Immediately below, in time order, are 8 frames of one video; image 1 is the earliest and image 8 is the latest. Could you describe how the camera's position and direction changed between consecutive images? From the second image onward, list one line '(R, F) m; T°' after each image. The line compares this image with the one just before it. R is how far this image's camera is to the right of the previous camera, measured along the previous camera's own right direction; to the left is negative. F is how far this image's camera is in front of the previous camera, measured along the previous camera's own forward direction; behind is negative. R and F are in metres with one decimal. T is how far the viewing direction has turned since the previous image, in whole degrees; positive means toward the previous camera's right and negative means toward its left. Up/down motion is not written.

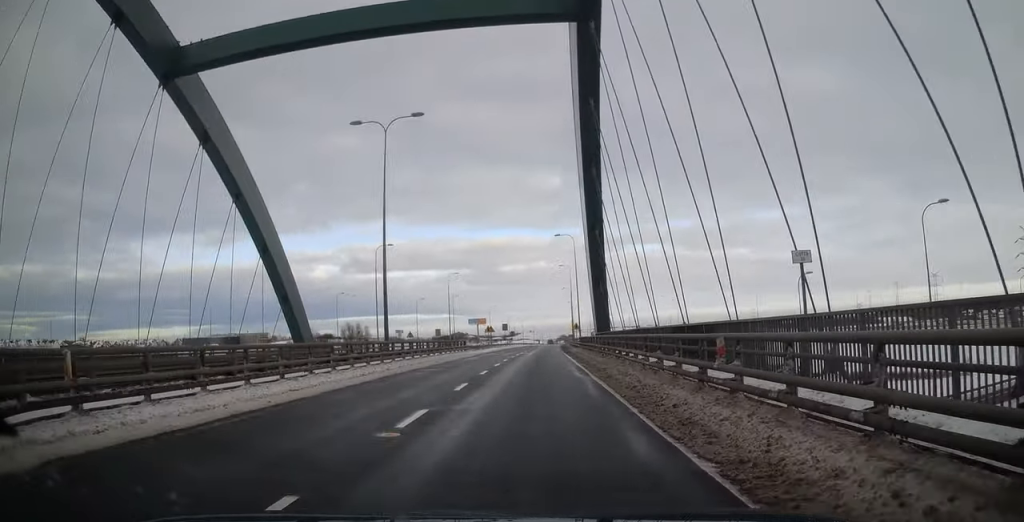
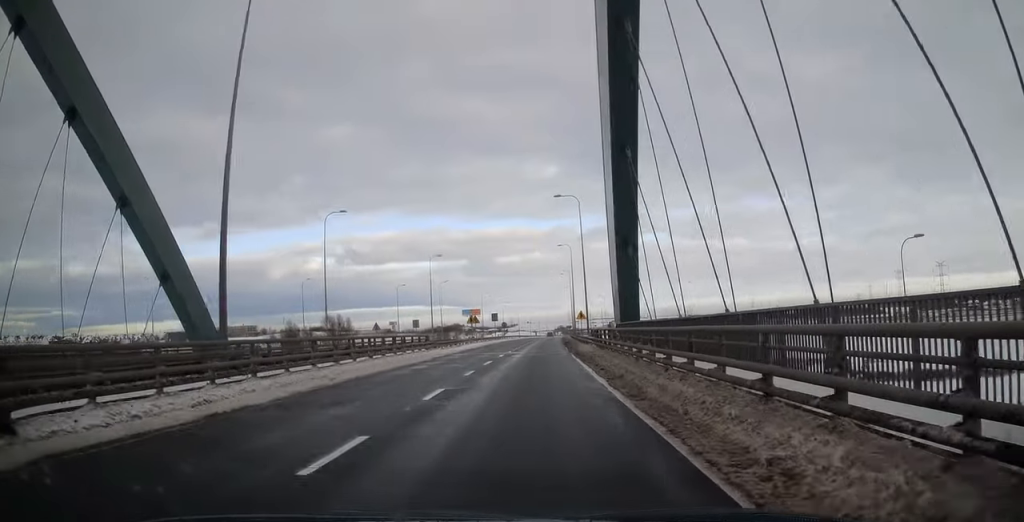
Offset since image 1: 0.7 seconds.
(0.0, +15.5) m; 0°
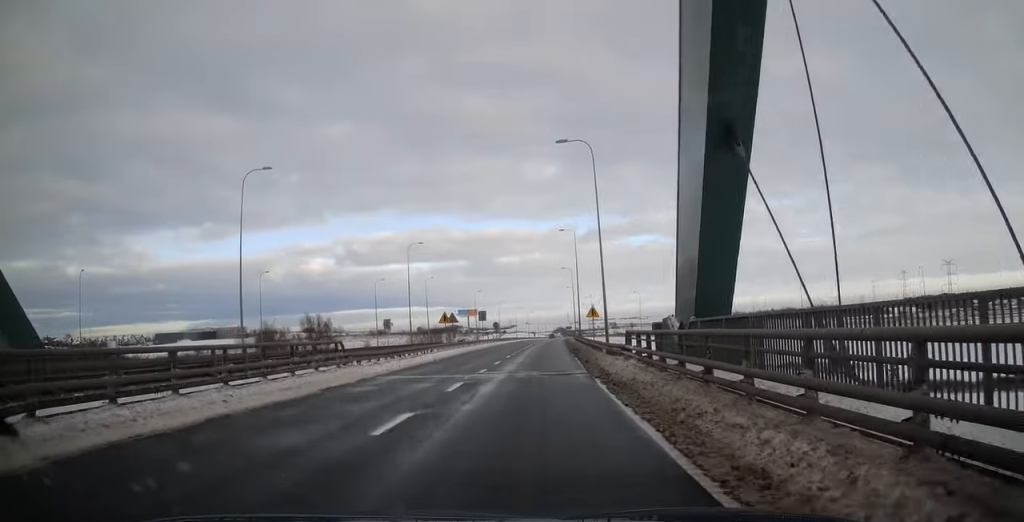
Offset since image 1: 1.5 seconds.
(0.0, +15.6) m; 0°
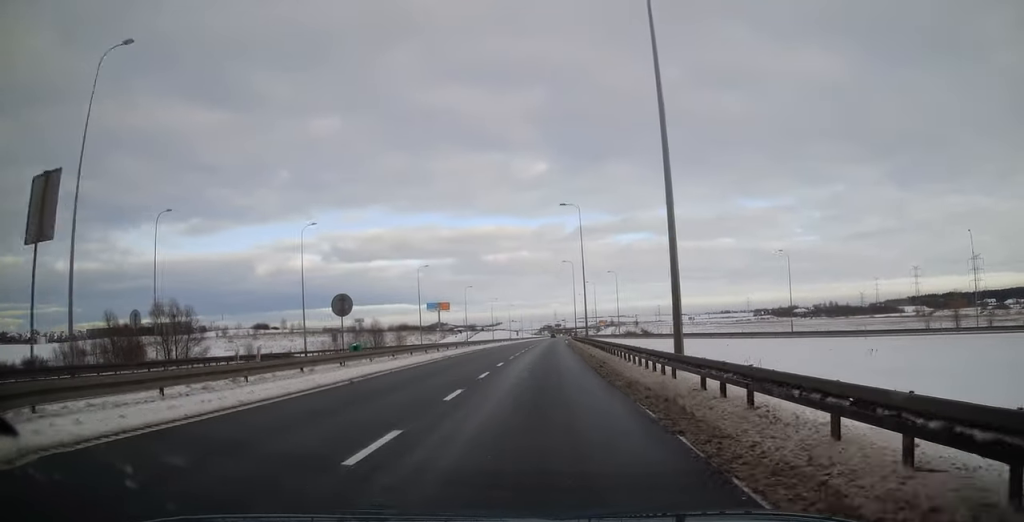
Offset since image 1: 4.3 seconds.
(+1.0, +62.1) m; +1°
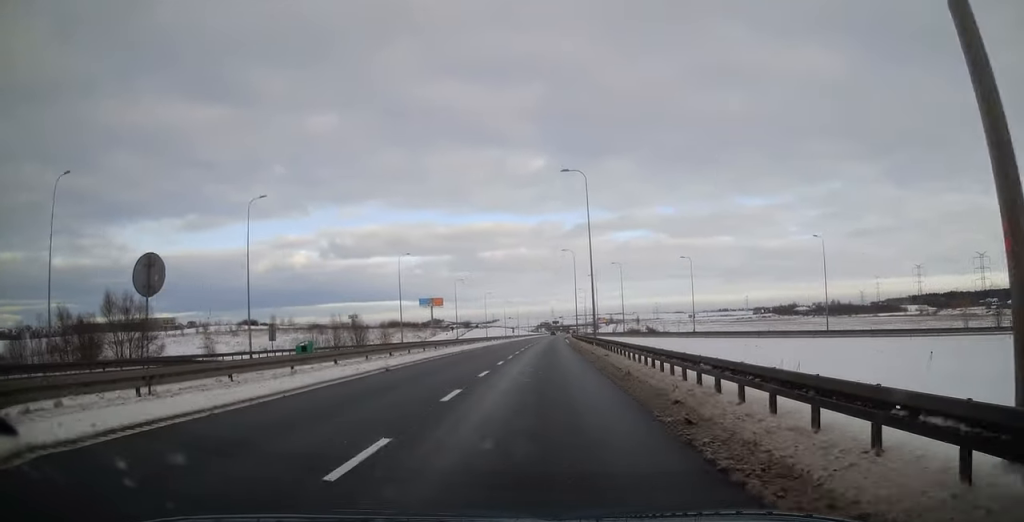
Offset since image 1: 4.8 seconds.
(-0.2, +12.7) m; 0°
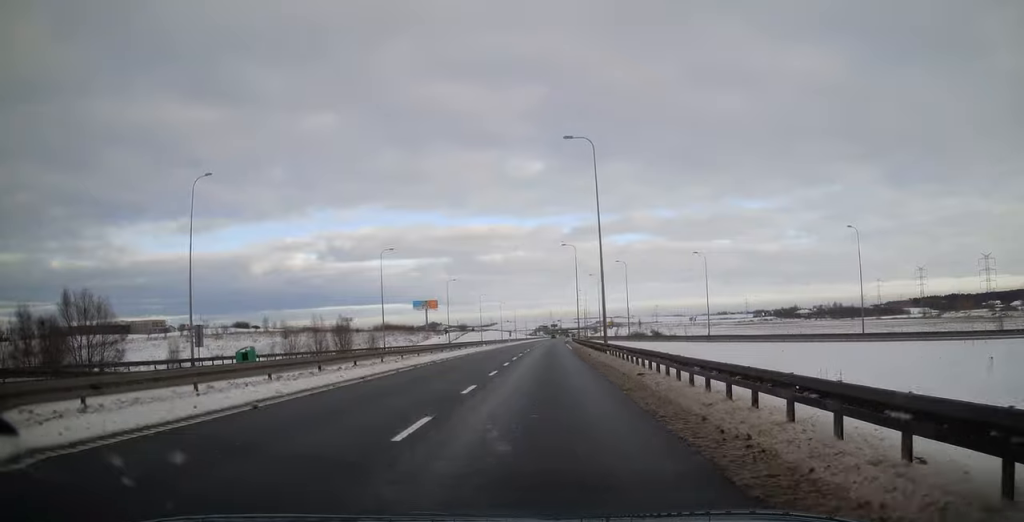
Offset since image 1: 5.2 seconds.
(0.0, +9.8) m; 0°
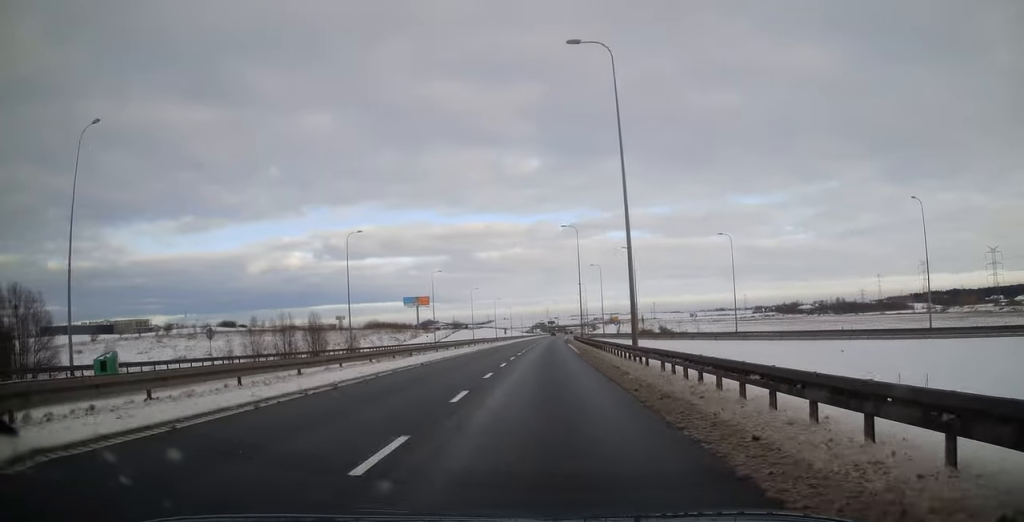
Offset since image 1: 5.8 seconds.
(+0.2, +13.8) m; +1°
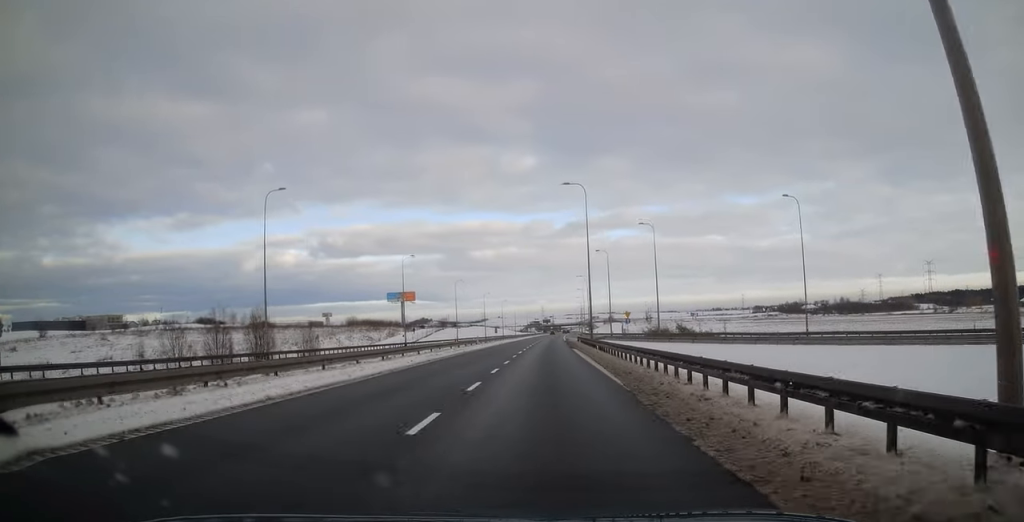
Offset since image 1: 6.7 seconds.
(+0.1, +21.5) m; 0°
